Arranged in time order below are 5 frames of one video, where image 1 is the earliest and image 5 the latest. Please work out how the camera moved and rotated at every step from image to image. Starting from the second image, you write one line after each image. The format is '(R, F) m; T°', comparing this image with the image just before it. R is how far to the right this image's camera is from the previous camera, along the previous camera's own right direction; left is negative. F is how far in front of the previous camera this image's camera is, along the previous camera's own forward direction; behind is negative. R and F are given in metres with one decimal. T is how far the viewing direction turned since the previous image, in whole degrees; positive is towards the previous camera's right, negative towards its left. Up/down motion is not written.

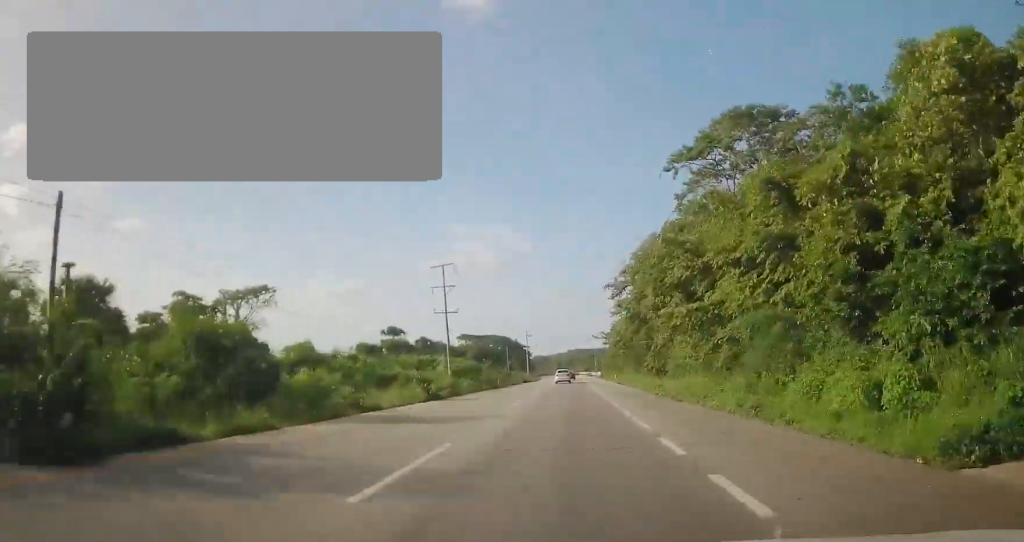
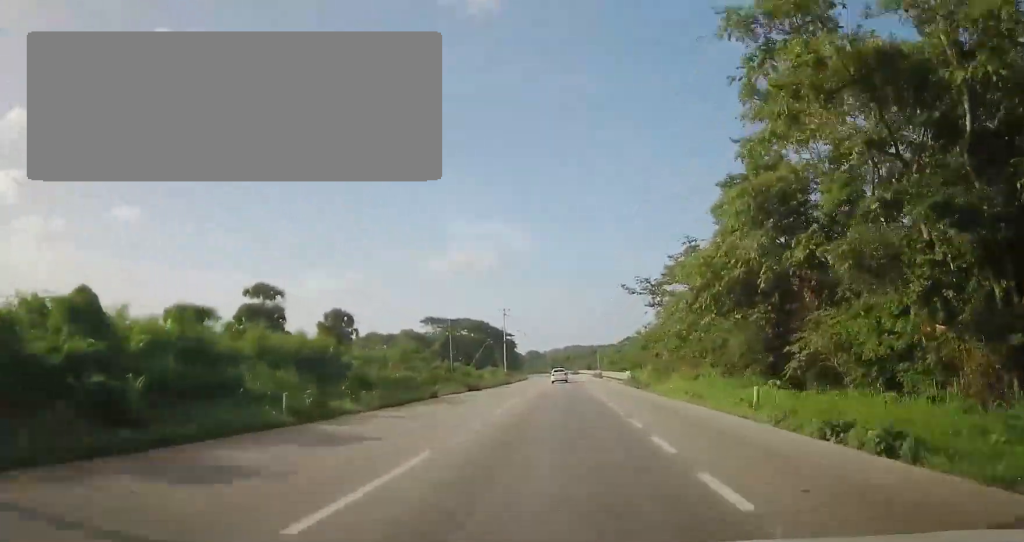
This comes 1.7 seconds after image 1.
(+0.3, +46.2) m; 0°
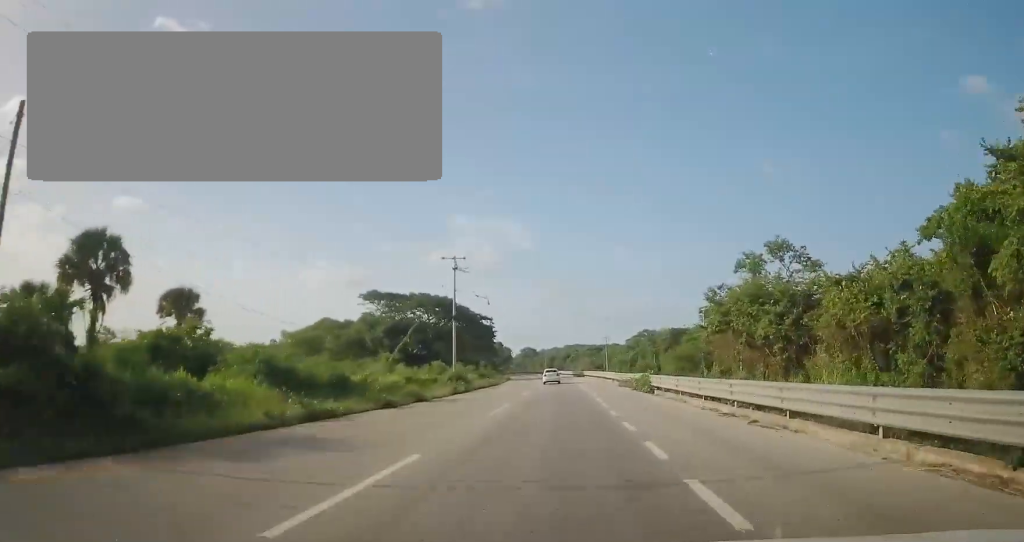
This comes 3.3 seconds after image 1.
(-0.2, +44.7) m; +1°
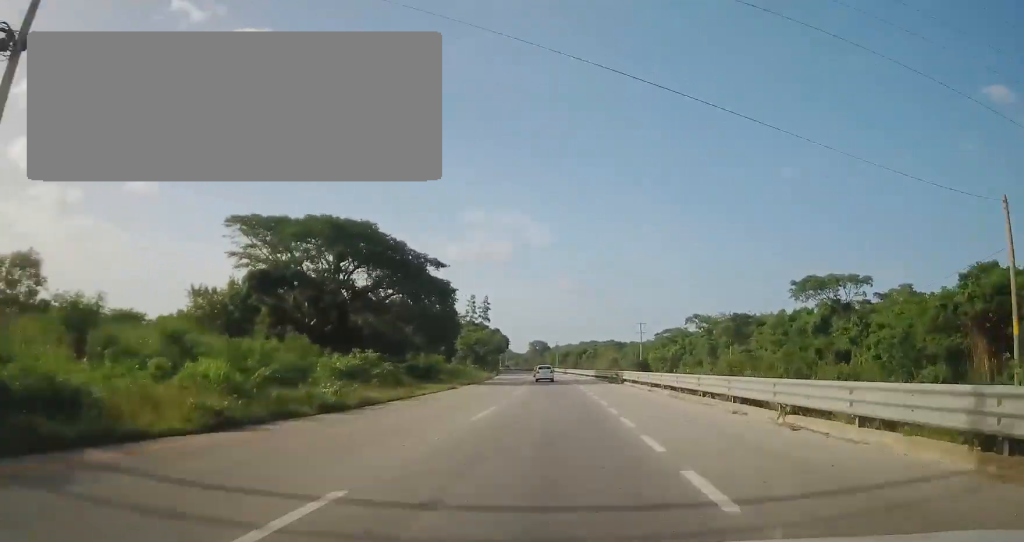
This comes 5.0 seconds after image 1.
(-0.4, +48.2) m; -2°
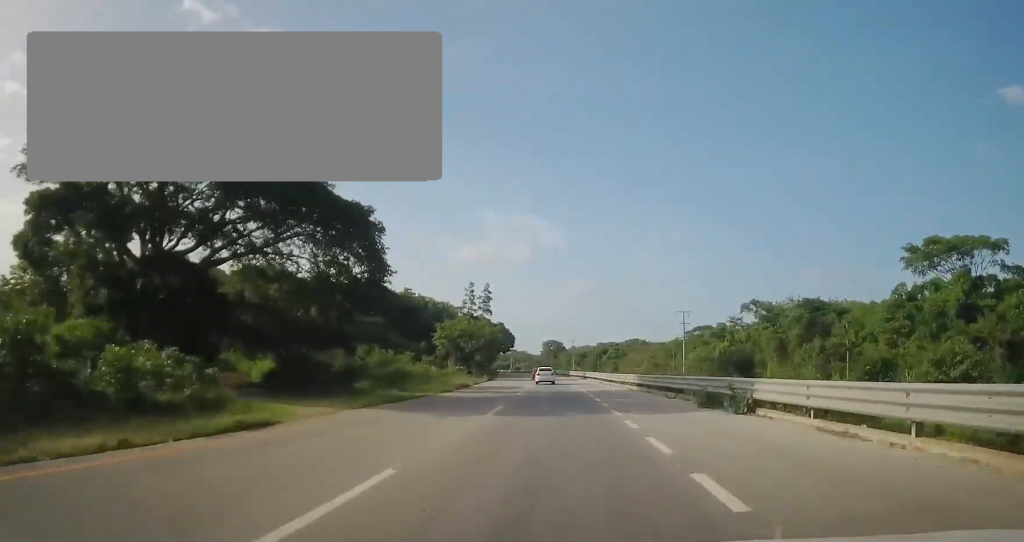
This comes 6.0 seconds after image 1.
(-0.7, +28.0) m; -2°
